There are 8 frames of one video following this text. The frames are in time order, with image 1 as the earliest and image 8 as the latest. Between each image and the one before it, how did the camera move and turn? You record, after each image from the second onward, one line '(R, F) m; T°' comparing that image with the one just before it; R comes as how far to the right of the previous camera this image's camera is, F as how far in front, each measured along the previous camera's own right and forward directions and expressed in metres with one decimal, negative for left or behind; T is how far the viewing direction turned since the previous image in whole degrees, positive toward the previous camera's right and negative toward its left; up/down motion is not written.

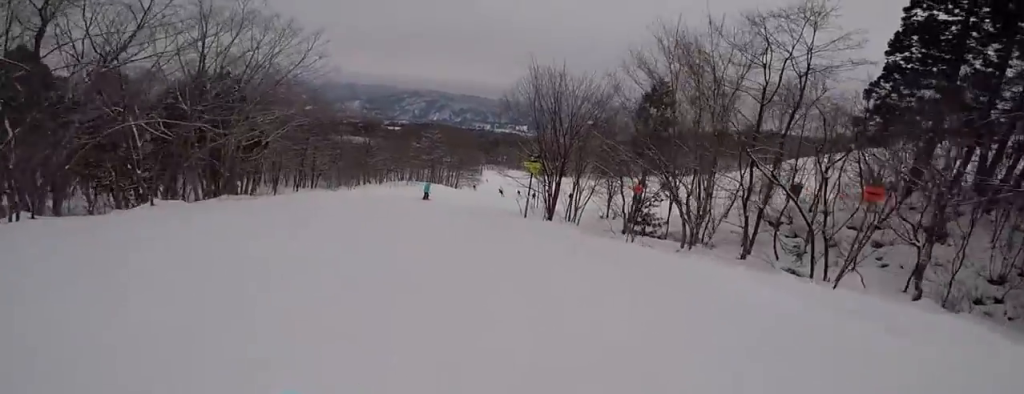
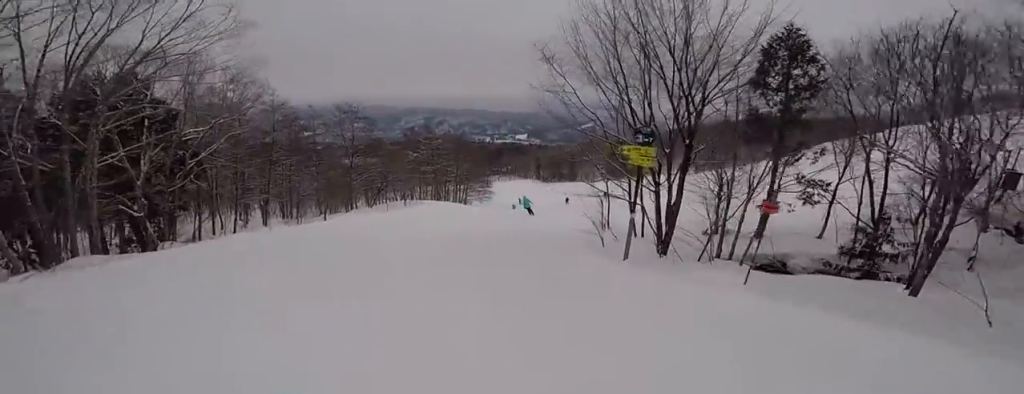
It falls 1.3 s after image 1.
(0.0, +10.3) m; 0°
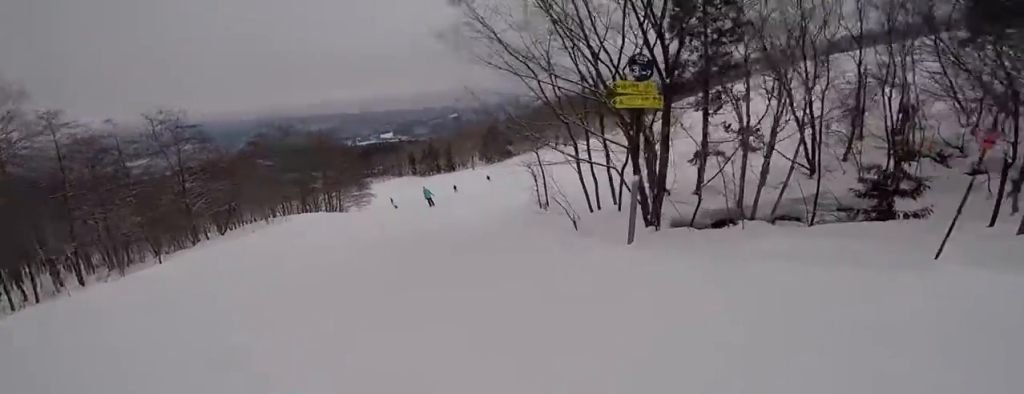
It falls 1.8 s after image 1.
(0.0, +3.8) m; +1°
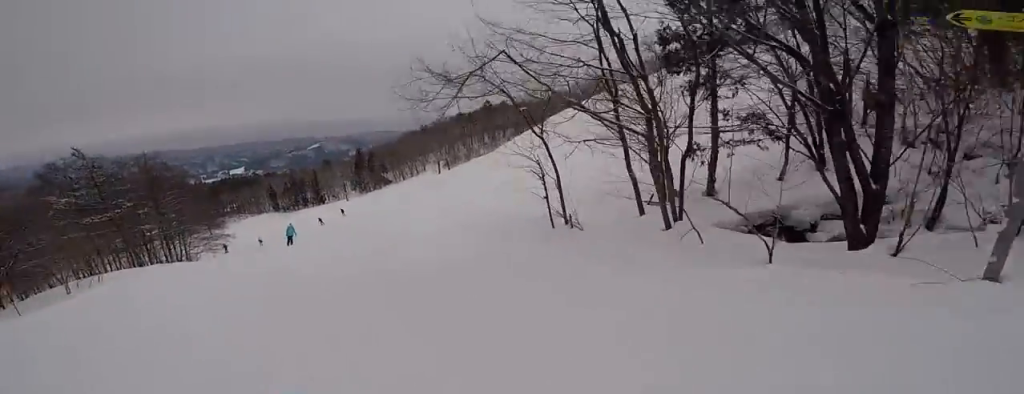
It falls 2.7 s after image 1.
(0.0, +6.2) m; +5°
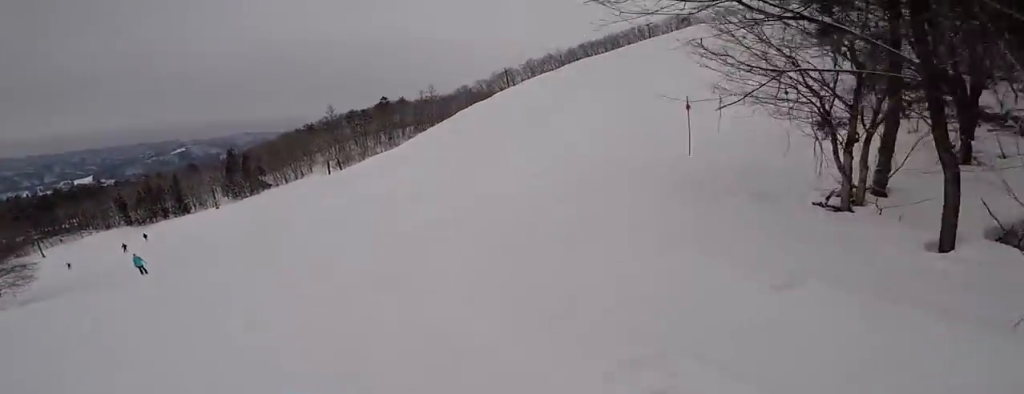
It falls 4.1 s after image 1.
(+2.1, +8.0) m; +32°
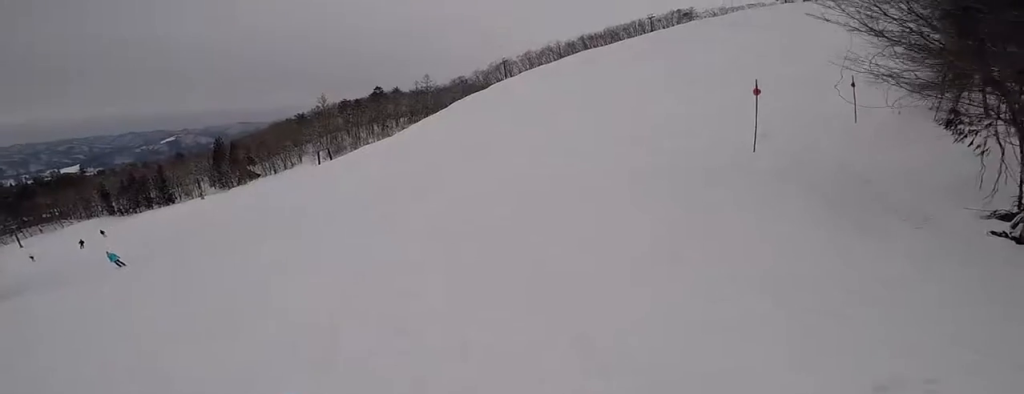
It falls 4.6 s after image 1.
(+0.4, +2.9) m; +13°
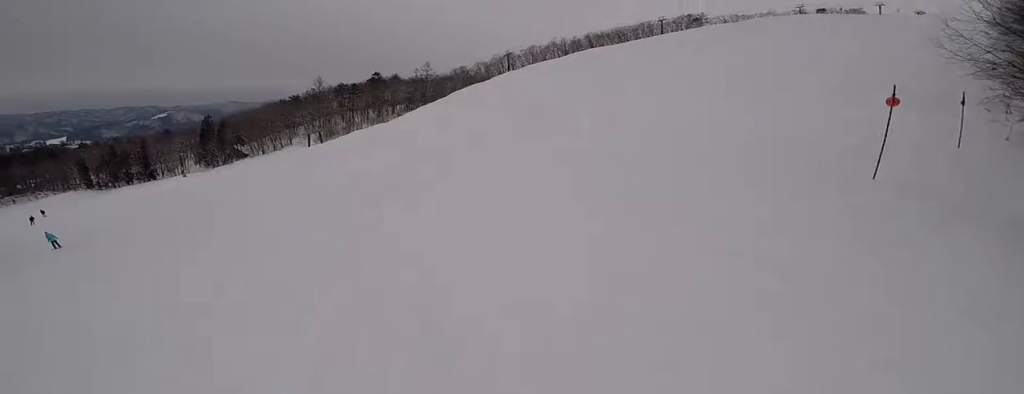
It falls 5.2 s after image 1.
(+0.4, +2.7) m; -3°
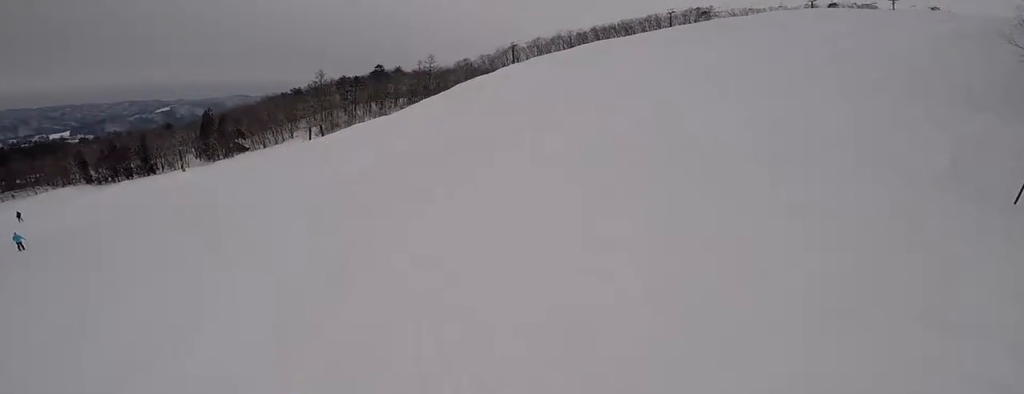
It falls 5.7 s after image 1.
(+0.2, +2.0) m; -2°
